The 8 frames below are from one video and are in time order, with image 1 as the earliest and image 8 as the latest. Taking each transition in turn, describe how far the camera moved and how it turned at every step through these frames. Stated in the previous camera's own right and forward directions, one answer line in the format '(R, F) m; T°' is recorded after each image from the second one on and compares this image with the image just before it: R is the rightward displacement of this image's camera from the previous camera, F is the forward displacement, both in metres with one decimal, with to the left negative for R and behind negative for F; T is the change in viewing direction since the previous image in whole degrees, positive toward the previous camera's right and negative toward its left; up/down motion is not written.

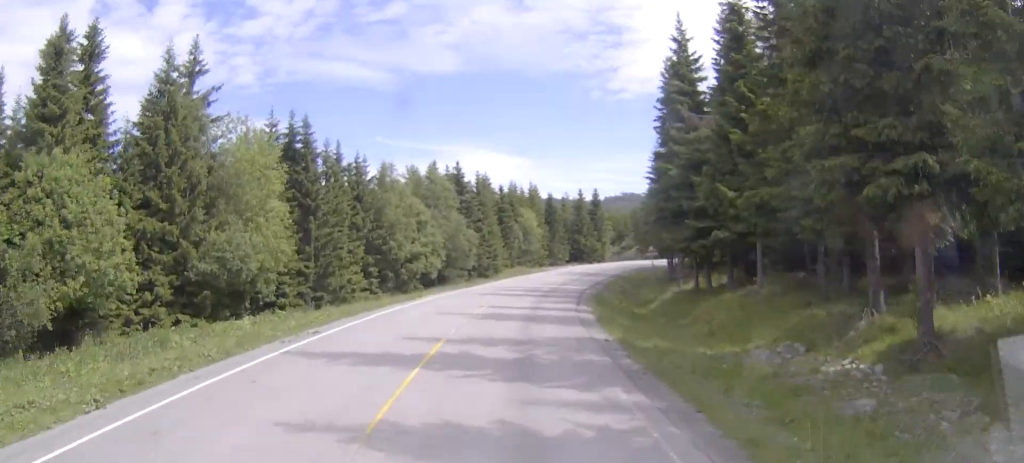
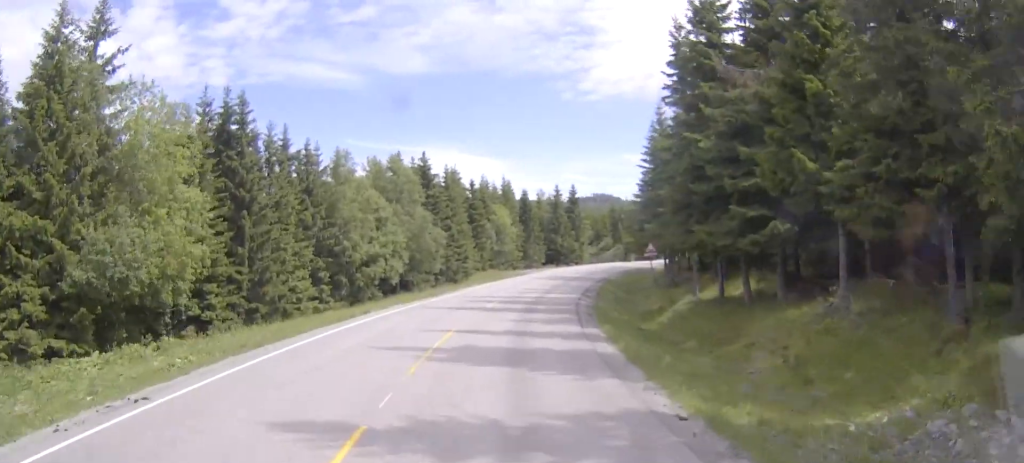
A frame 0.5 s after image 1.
(+0.2, +7.8) m; +2°
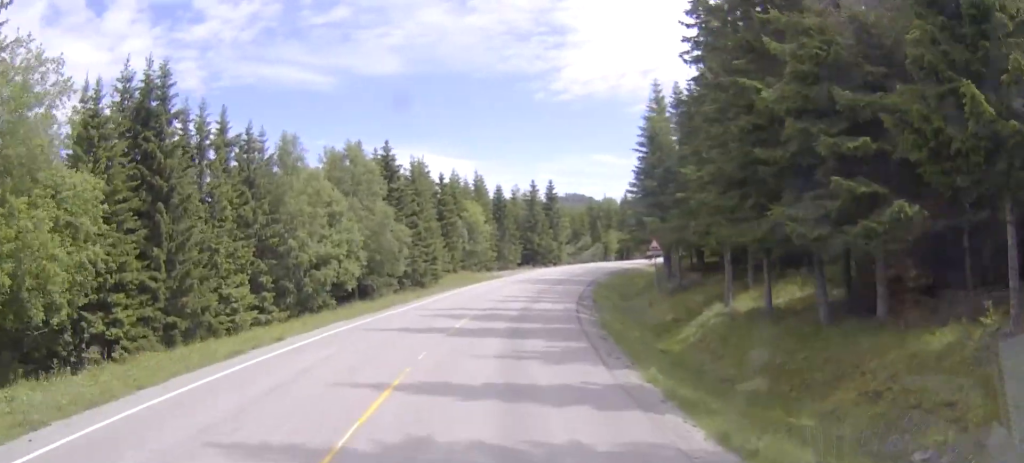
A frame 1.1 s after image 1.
(+0.1, +7.8) m; +2°
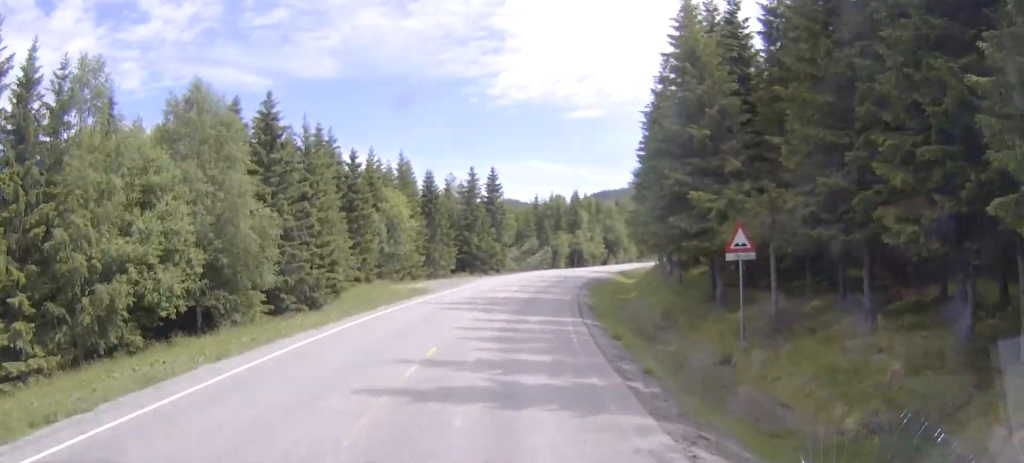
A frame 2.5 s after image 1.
(+1.0, +19.6) m; +5°
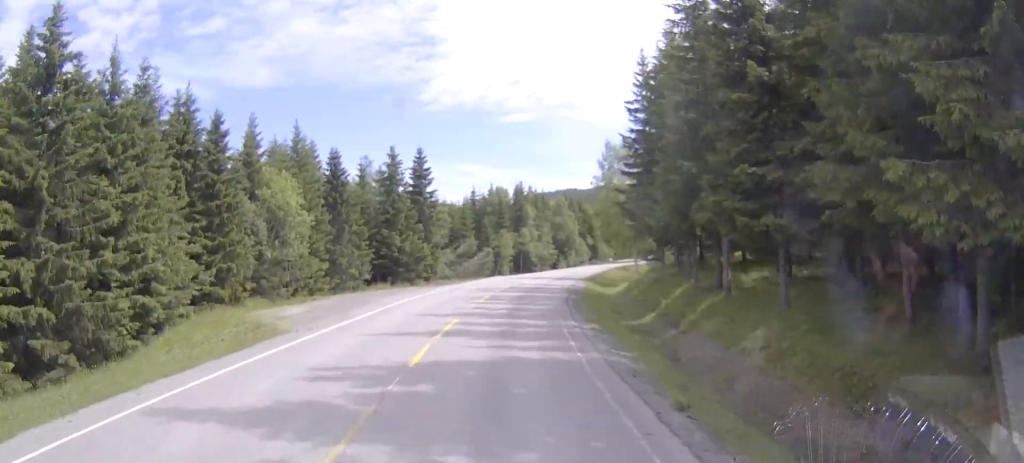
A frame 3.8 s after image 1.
(+0.8, +19.0) m; +4°
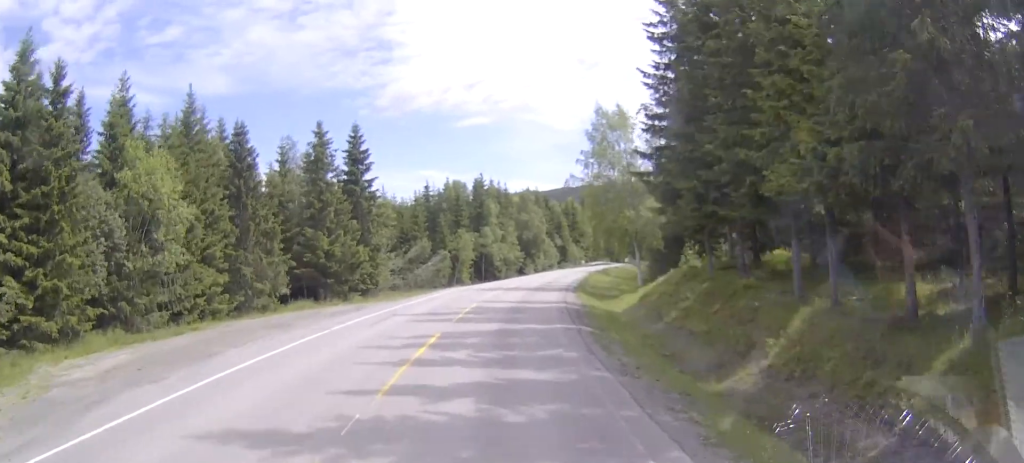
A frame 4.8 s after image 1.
(+0.4, +14.2) m; +3°
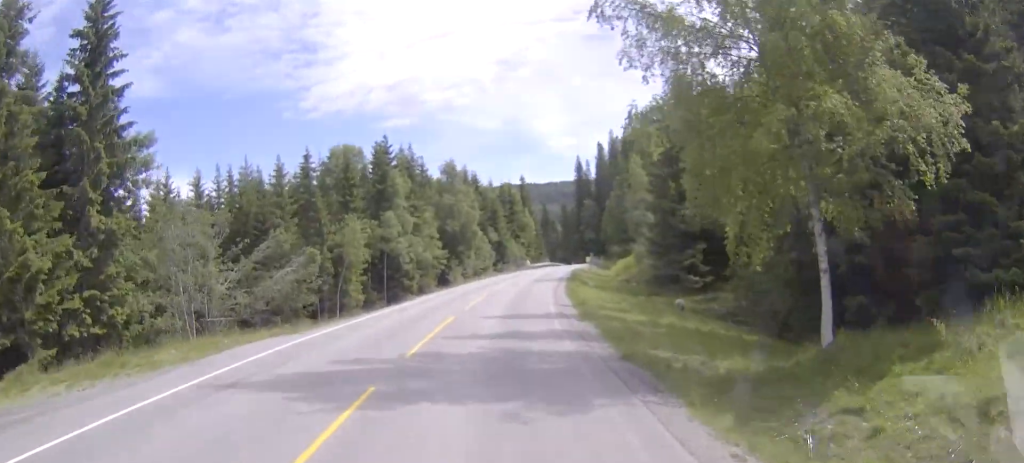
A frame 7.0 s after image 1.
(+1.9, +31.2) m; +6°
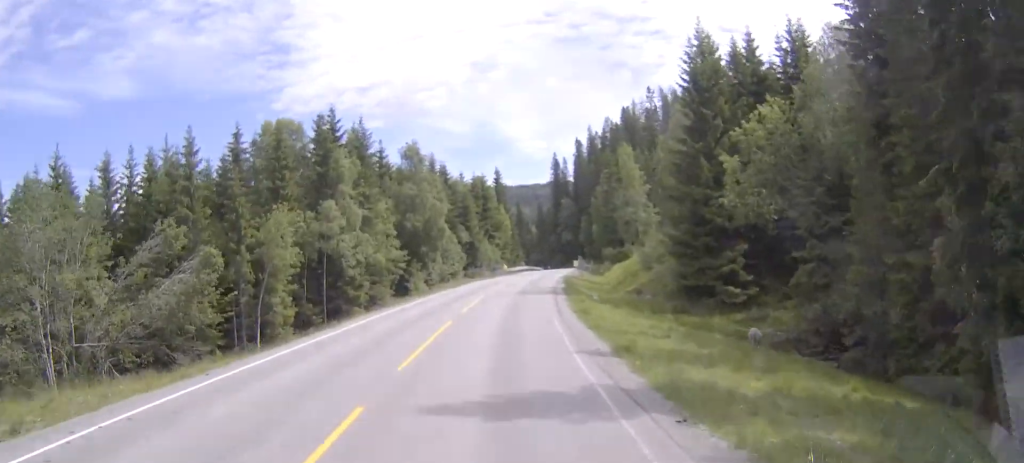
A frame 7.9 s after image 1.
(+0.2, +12.6) m; +2°
